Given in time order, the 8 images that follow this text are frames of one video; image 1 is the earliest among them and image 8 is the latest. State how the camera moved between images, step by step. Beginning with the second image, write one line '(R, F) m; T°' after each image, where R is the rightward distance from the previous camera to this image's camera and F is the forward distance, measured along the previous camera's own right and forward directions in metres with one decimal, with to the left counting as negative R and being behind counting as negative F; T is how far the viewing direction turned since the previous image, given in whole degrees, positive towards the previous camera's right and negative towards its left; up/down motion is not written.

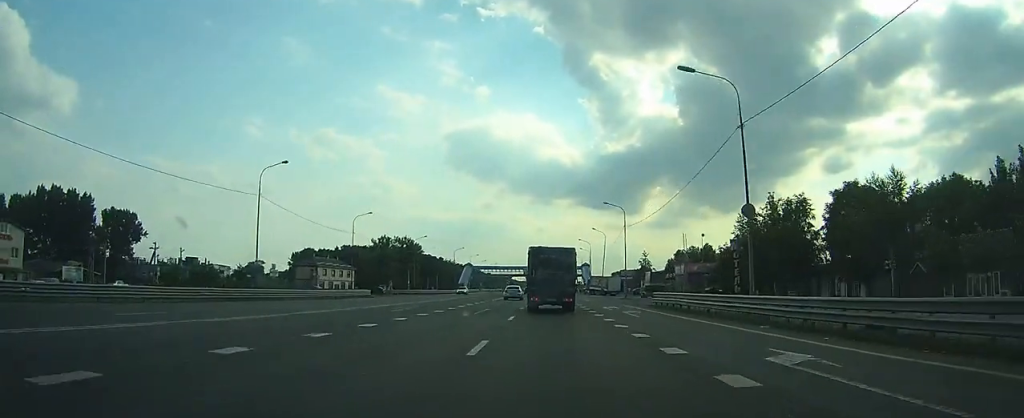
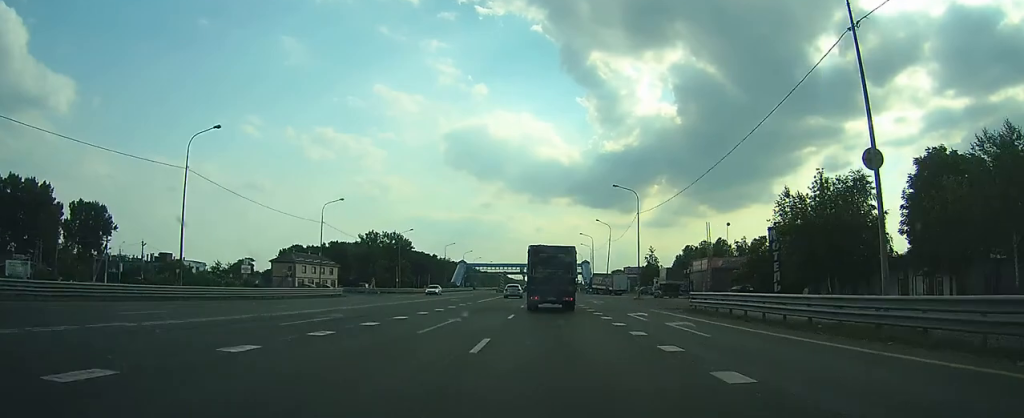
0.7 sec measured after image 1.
(-0.2, +11.6) m; 0°
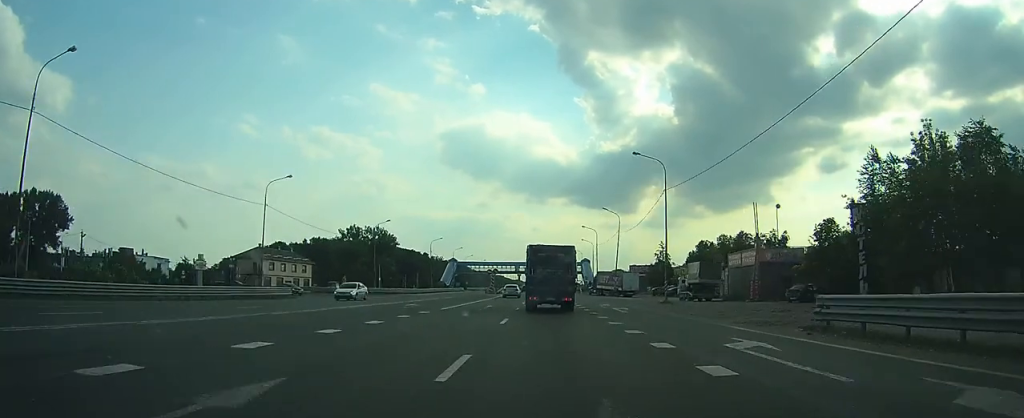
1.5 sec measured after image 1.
(0.0, +15.1) m; 0°
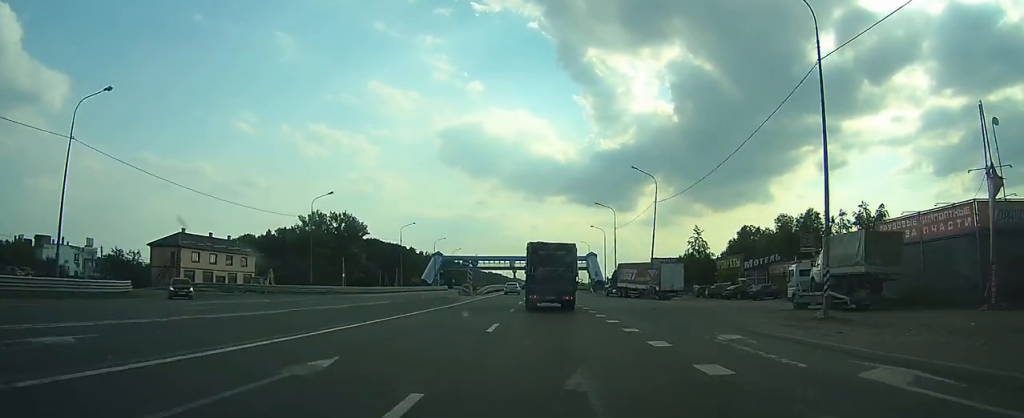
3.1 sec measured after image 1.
(+0.3, +28.0) m; +1°
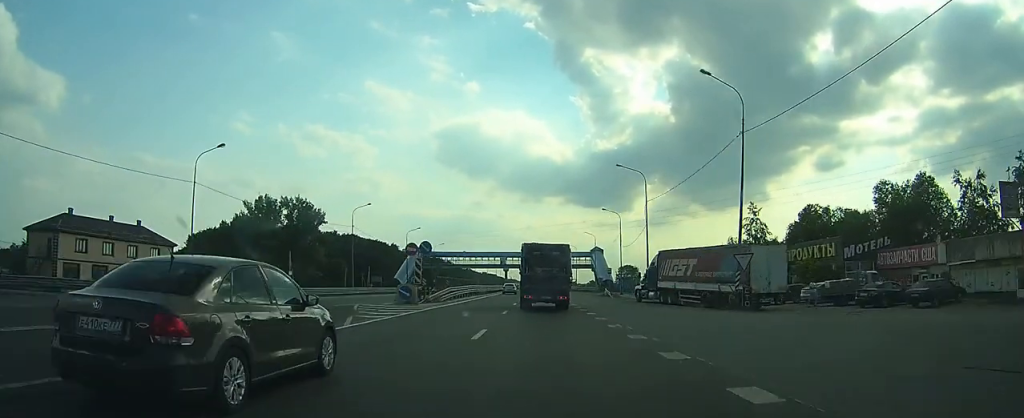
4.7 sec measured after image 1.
(+0.3, +26.6) m; +1°
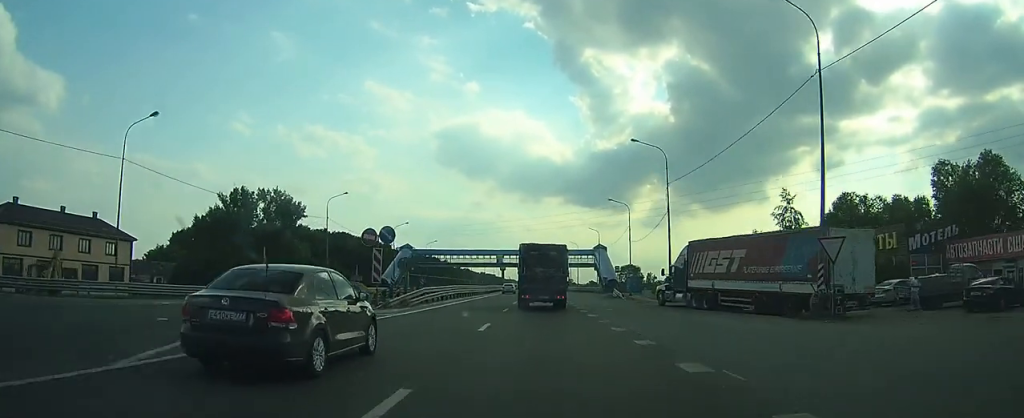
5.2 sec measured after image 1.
(0.0, +9.7) m; 0°
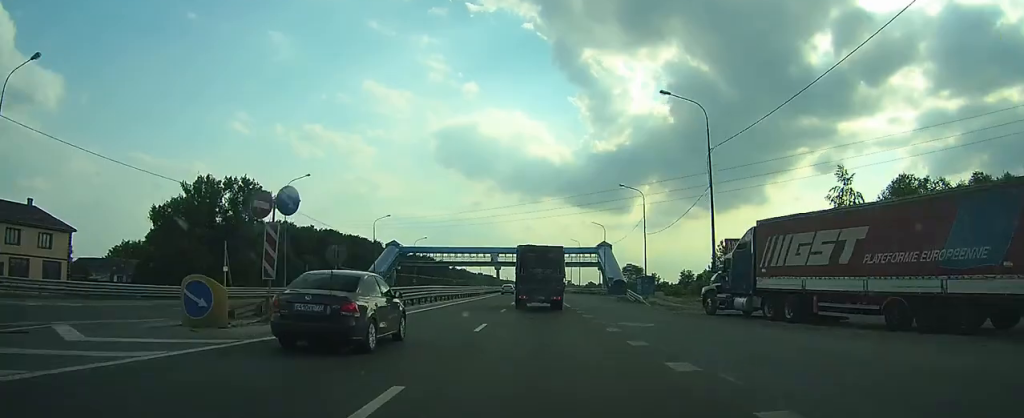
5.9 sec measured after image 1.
(0.0, +11.9) m; 0°
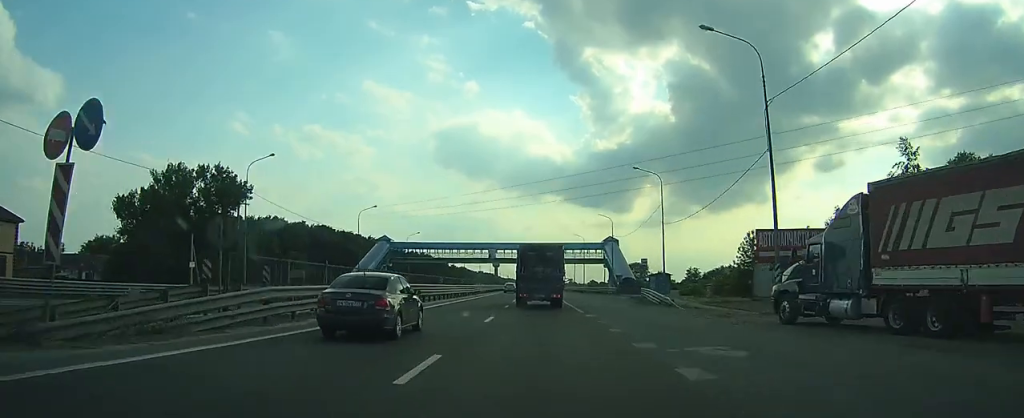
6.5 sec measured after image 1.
(0.0, +9.0) m; 0°
